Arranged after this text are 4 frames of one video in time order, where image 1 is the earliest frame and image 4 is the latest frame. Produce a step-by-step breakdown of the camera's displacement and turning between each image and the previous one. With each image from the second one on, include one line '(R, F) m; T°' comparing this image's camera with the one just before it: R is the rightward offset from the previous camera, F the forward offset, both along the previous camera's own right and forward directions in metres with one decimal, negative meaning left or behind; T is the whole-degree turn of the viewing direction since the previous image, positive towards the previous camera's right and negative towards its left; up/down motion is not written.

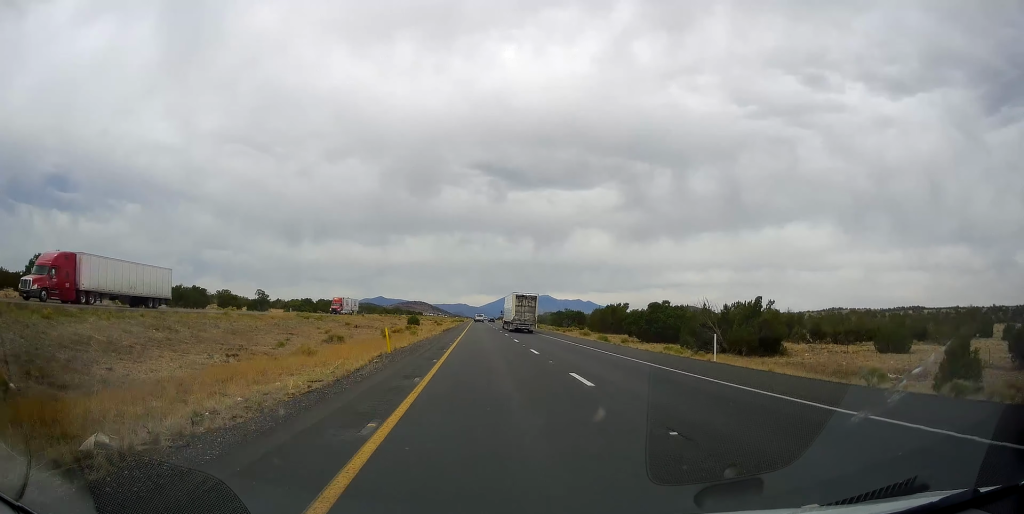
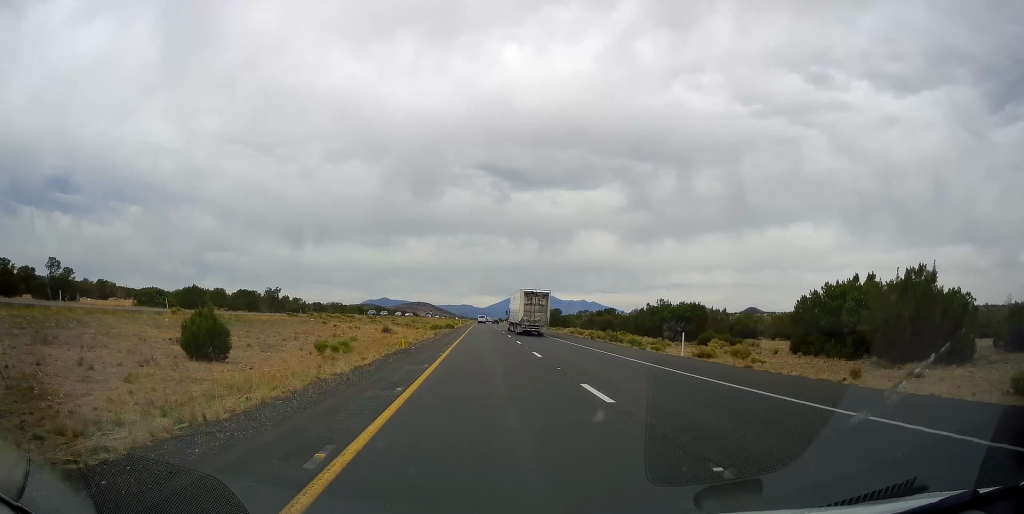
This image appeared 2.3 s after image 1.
(0.0, +76.1) m; 0°
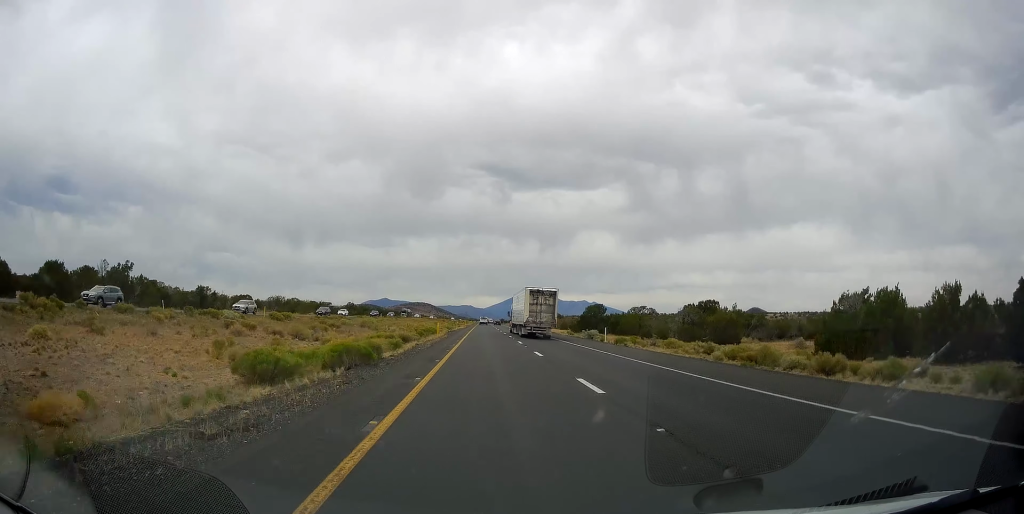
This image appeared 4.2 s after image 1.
(-0.3, +60.5) m; 0°
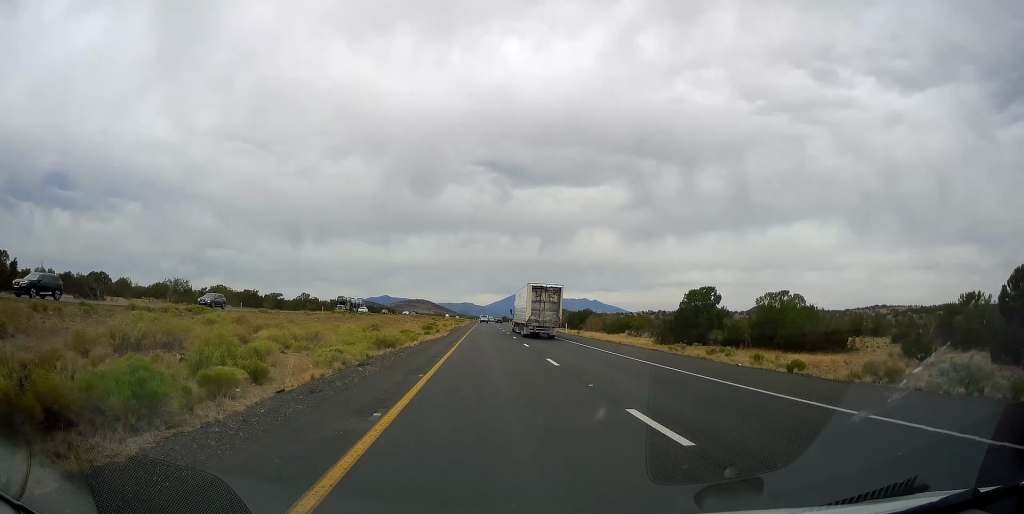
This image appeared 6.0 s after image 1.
(0.0, +54.5) m; 0°
